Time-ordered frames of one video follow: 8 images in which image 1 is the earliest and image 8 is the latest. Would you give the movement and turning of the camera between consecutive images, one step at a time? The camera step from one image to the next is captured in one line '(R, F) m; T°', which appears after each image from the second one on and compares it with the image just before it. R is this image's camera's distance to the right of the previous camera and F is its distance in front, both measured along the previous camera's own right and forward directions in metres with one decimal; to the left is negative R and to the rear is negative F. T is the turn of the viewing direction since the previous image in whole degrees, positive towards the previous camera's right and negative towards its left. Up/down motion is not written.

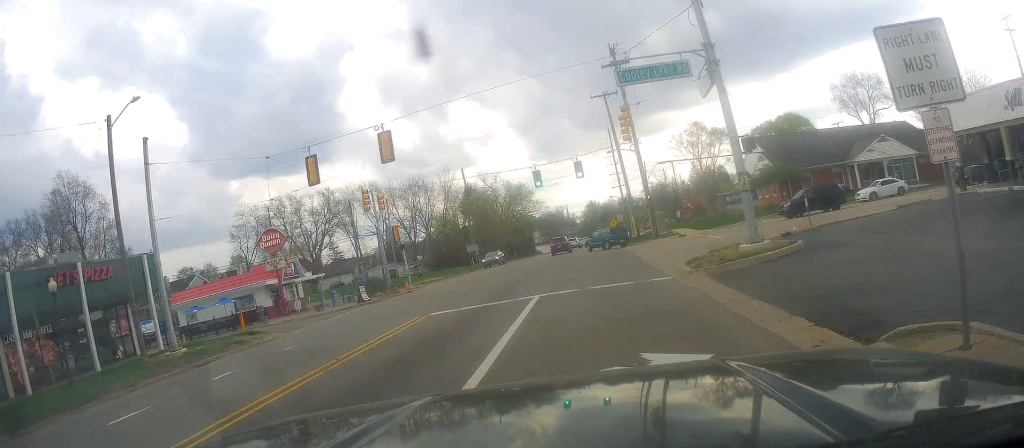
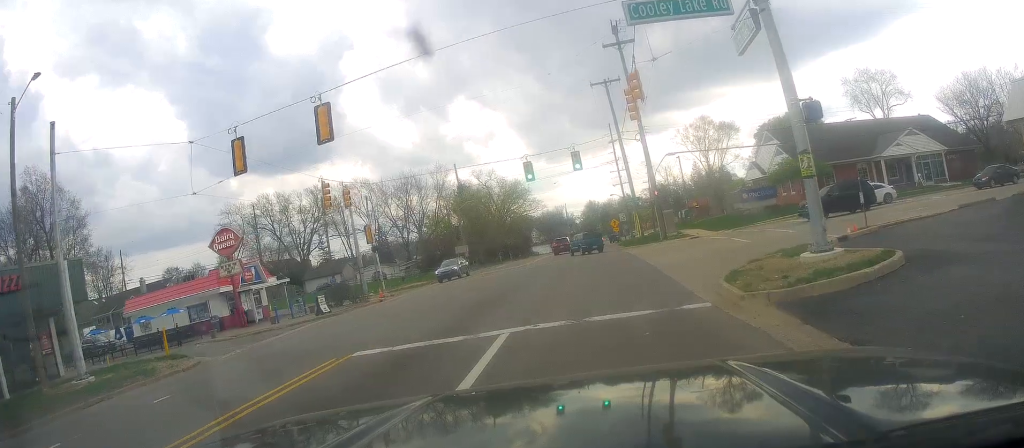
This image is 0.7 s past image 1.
(0.0, +6.2) m; 0°
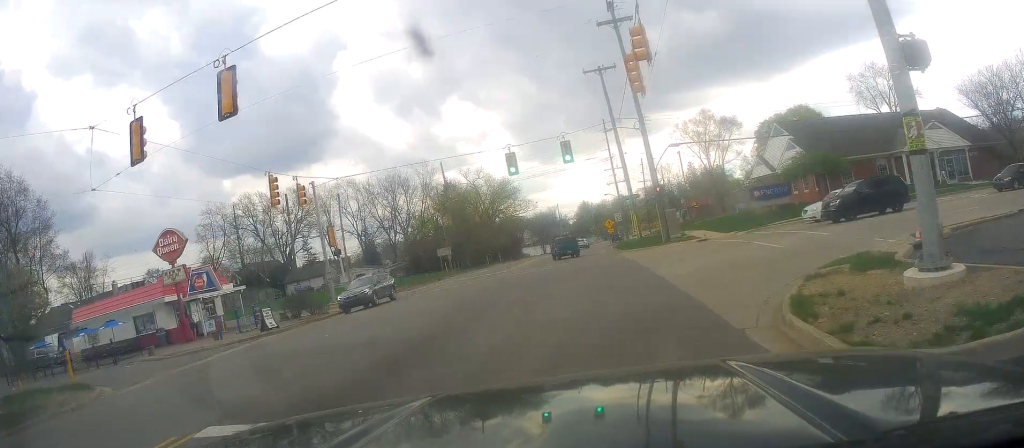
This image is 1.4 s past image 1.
(0.0, +5.5) m; +2°
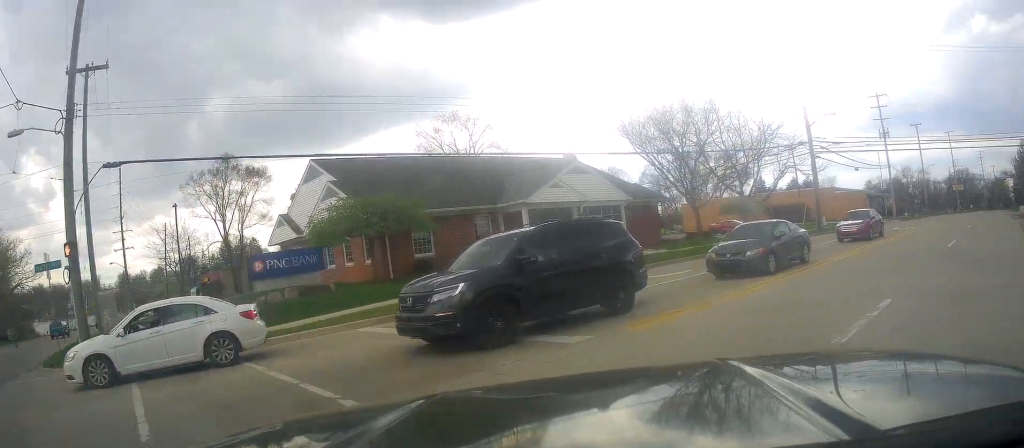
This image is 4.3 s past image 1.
(+5.0, +19.1) m; +43°
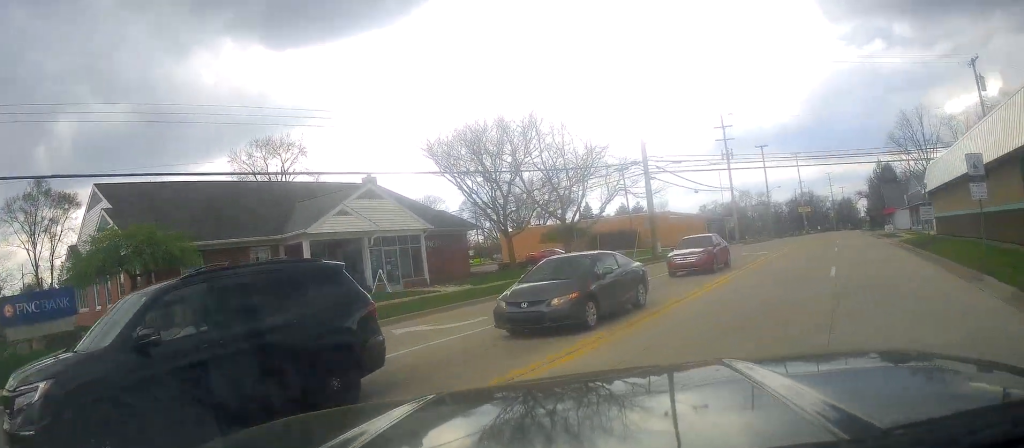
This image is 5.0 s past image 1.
(+0.1, +4.1) m; +20°
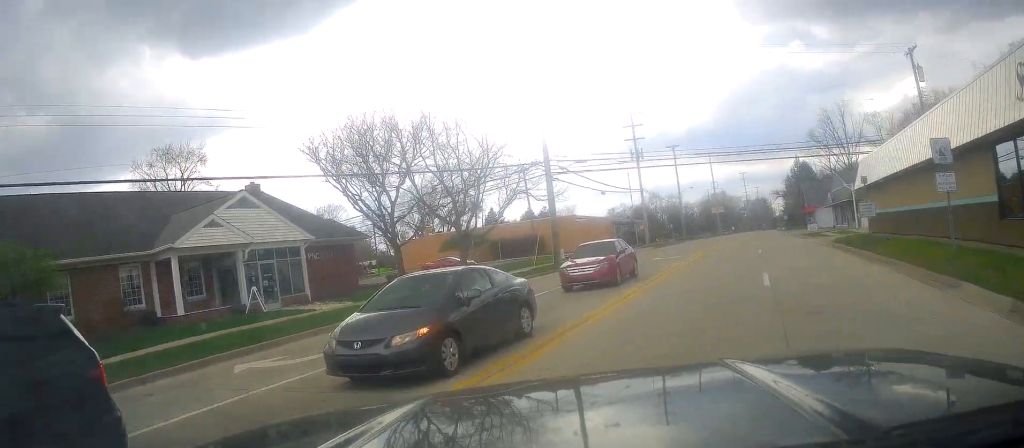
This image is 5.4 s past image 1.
(+0.7, +2.7) m; +8°
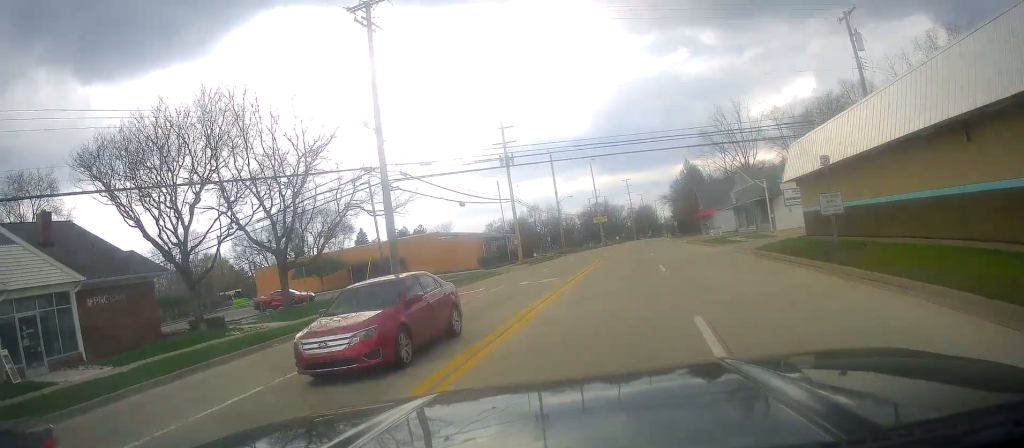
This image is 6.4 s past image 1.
(+1.6, +7.4) m; +14°
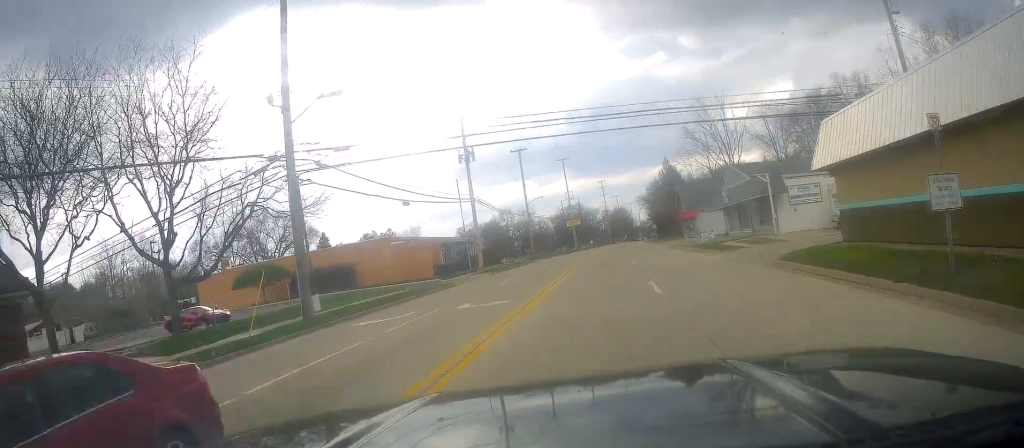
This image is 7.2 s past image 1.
(+0.3, +7.0) m; +2°
